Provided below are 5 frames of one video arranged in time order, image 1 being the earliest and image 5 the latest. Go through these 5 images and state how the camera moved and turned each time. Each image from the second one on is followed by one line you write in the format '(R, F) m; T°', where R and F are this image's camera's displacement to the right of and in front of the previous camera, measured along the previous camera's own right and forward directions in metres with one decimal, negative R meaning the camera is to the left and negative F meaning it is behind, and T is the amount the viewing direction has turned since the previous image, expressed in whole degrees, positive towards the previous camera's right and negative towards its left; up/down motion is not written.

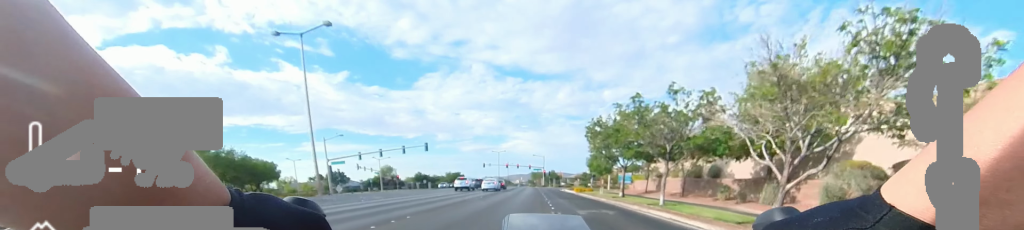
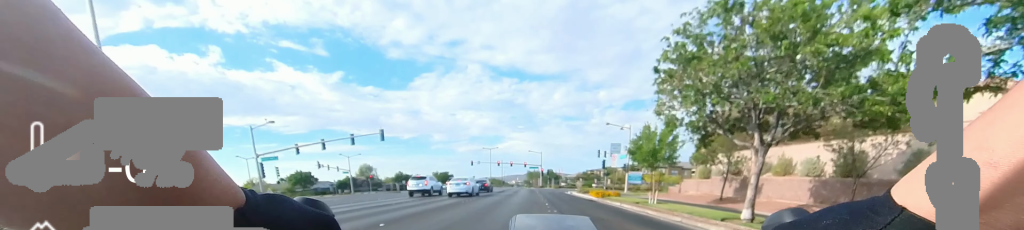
(0.0, +10.9) m; 0°
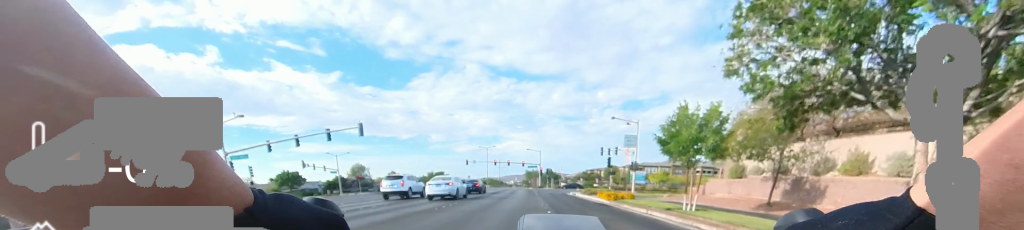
(0.0, +3.4) m; 0°
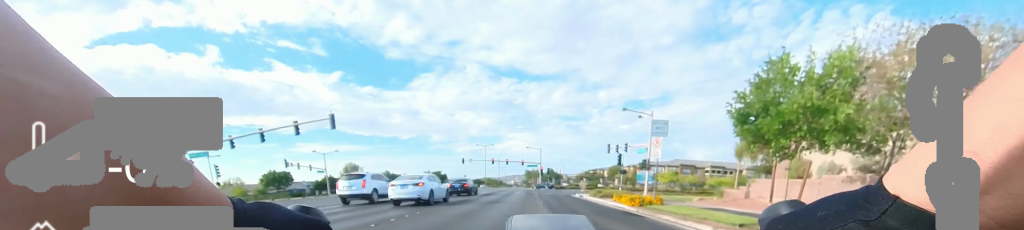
(0.0, +4.1) m; 0°
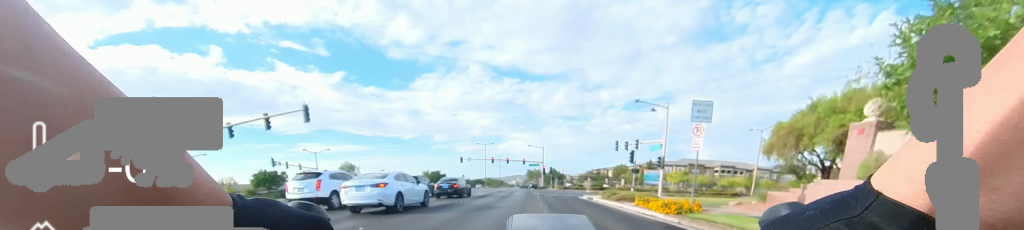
(0.0, +3.3) m; 0°
